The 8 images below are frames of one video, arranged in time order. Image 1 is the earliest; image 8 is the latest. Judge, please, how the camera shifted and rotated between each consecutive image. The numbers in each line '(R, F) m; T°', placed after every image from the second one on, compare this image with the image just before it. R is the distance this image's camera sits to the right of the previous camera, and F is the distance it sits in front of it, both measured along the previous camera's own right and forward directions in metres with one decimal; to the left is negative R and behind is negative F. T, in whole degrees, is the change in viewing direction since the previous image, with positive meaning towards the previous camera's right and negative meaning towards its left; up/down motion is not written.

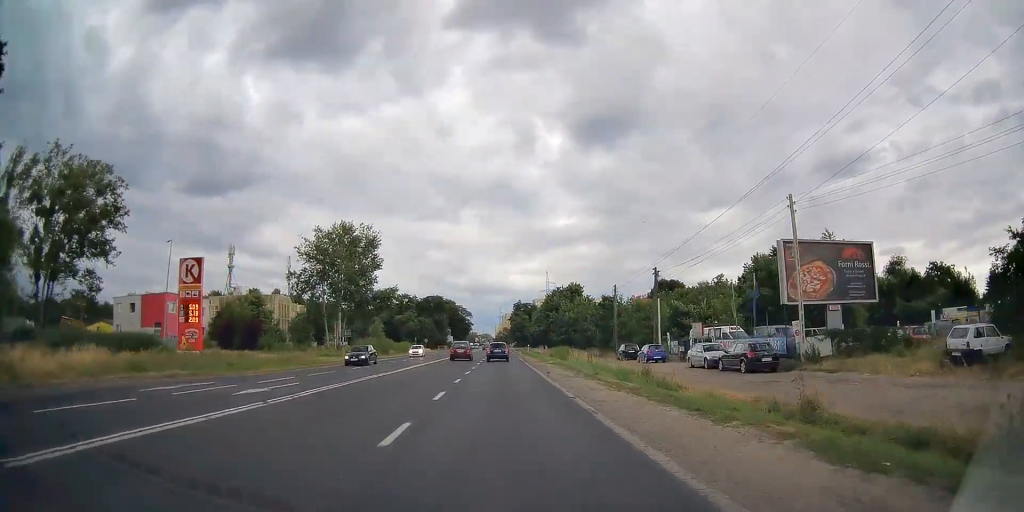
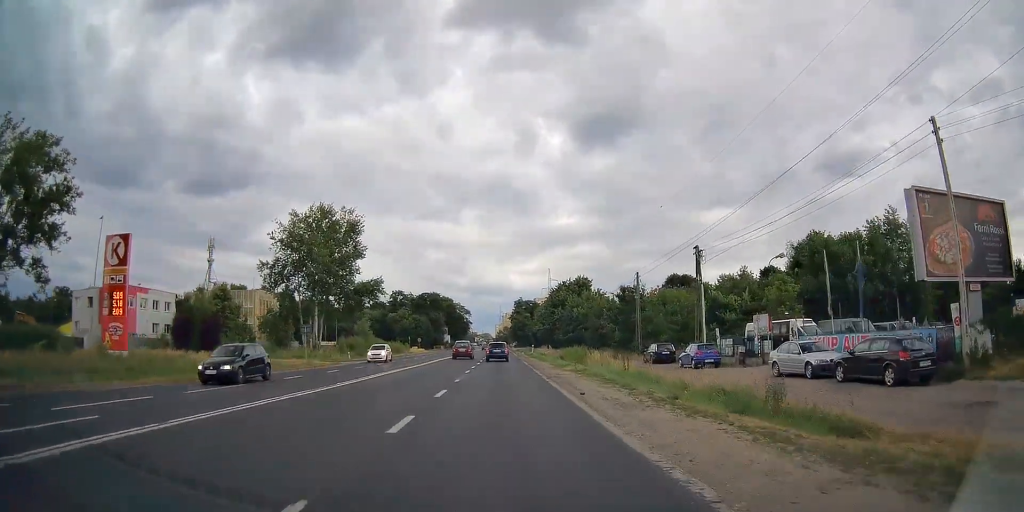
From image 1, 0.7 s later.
(+0.1, +11.1) m; +1°
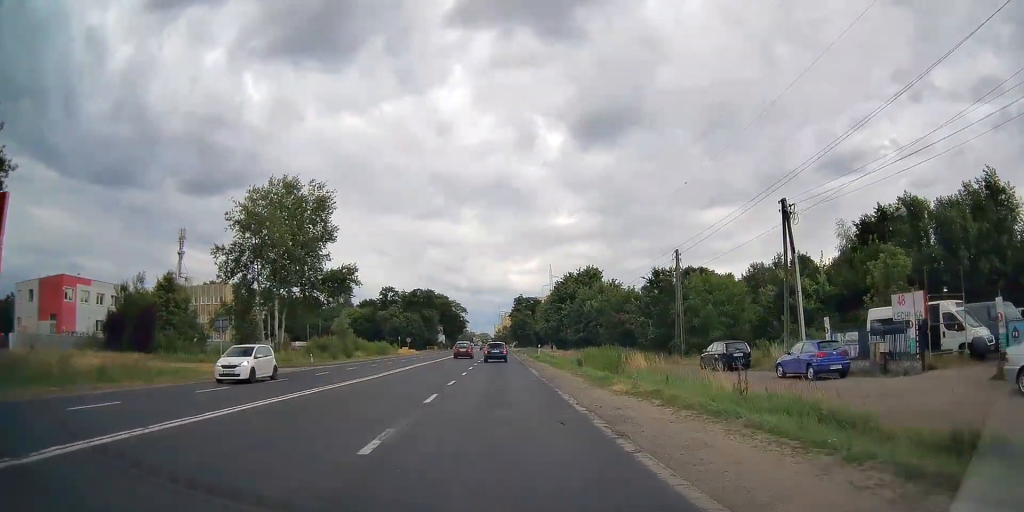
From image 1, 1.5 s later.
(+0.1, +13.4) m; 0°
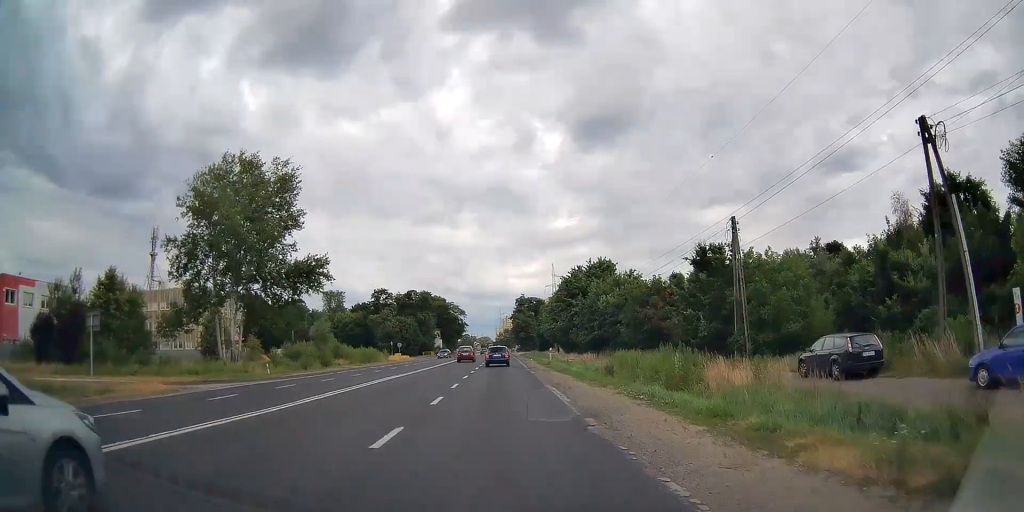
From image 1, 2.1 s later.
(0.0, +11.2) m; -1°
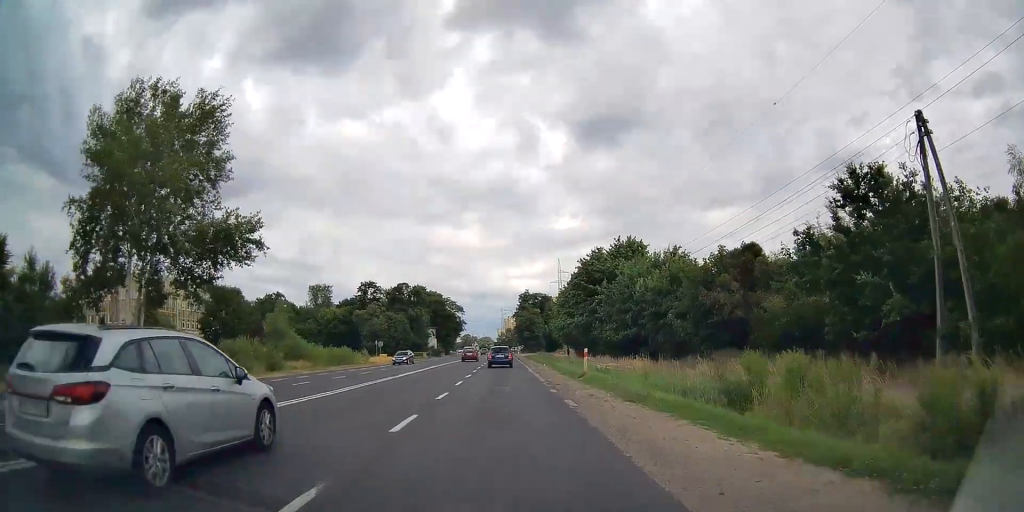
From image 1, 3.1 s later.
(-0.2, +16.9) m; -1°
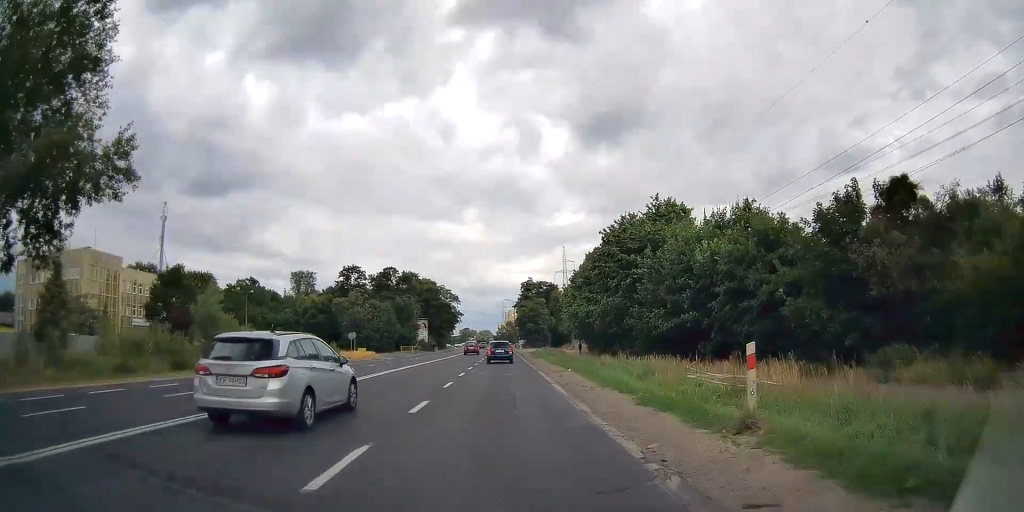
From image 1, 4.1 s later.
(0.0, +16.3) m; 0°
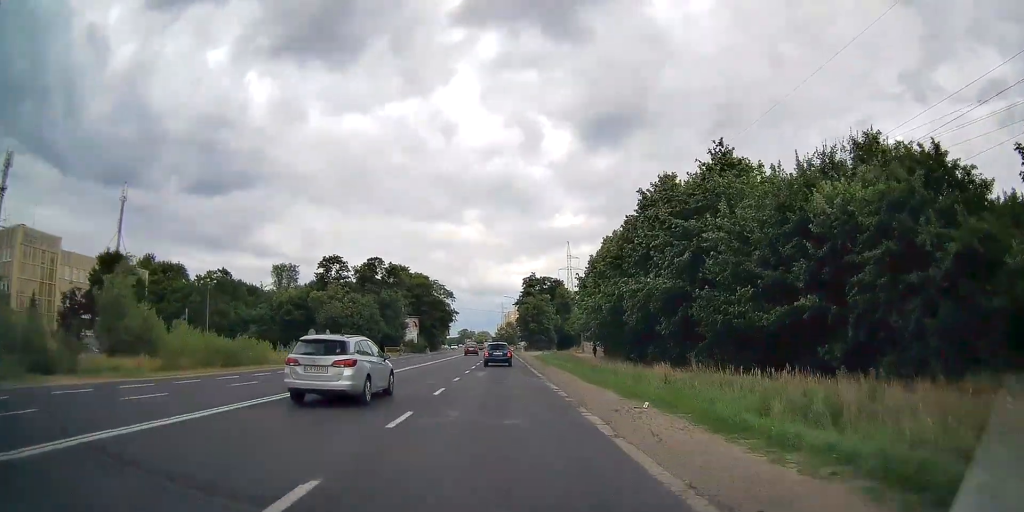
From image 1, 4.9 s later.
(0.0, +14.2) m; 0°
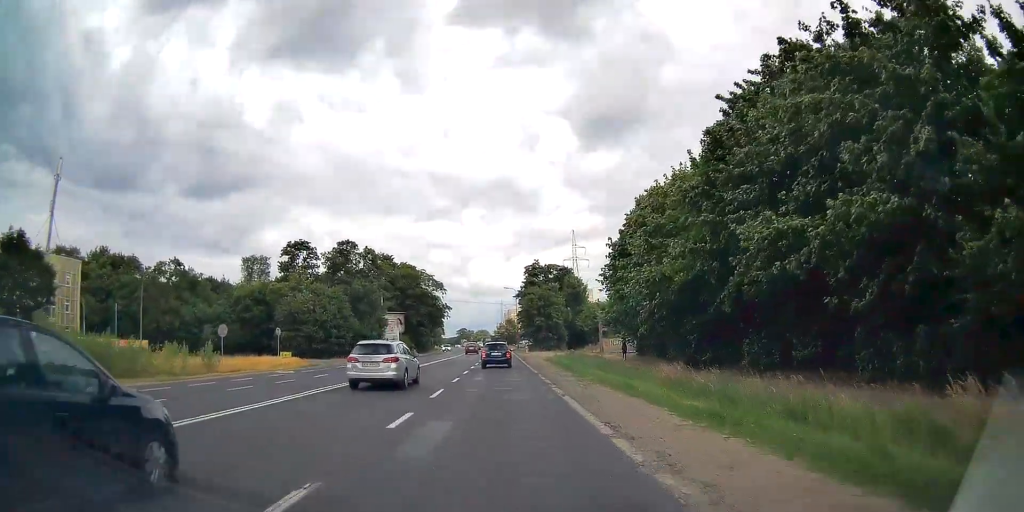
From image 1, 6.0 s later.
(0.0, +18.3) m; +1°
